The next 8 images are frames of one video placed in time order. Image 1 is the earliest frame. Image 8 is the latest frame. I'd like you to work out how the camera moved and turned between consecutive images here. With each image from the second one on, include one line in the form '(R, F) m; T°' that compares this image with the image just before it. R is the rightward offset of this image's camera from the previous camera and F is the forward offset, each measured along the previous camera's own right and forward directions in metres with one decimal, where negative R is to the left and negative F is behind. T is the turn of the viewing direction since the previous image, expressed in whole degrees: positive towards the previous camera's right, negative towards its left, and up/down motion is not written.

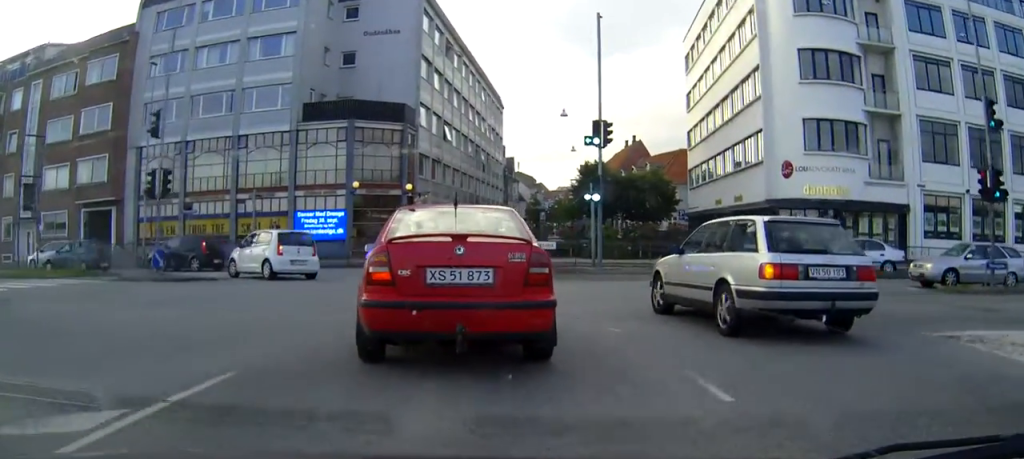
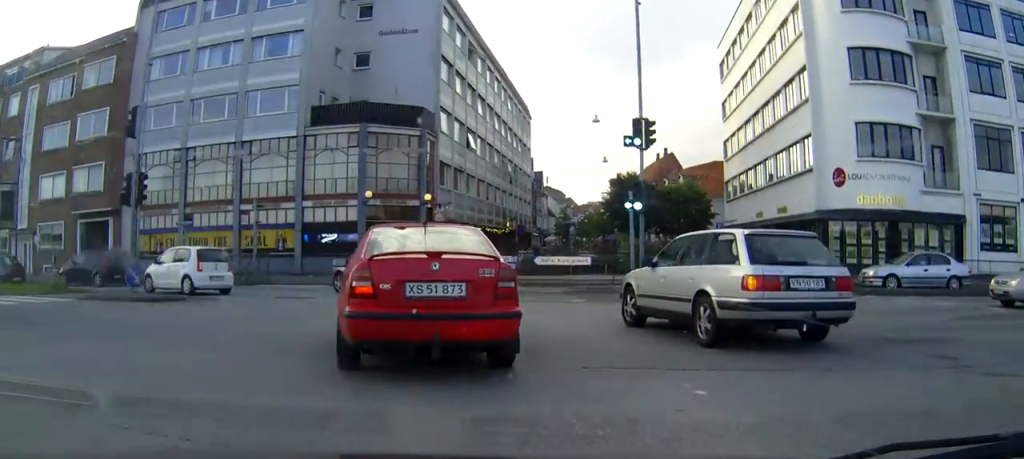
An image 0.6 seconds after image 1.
(-0.1, +3.4) m; -3°
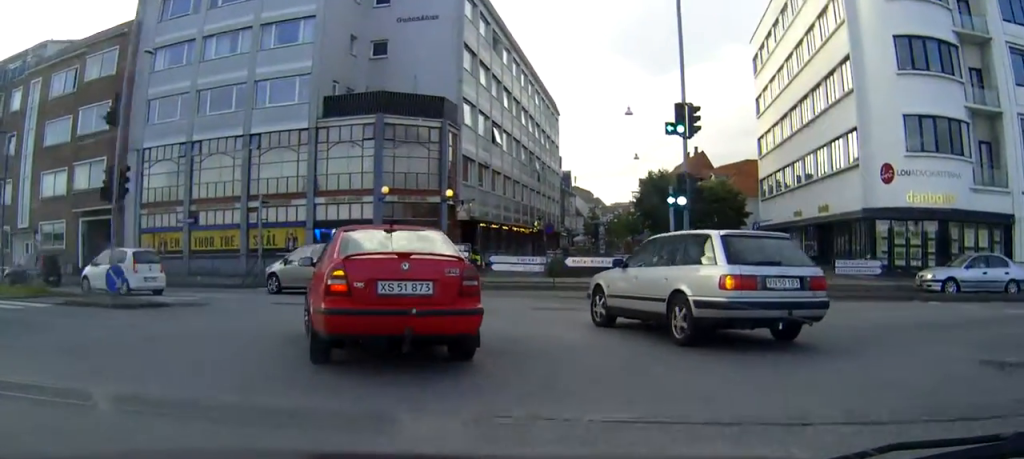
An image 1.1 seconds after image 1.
(0.0, +2.5) m; -2°
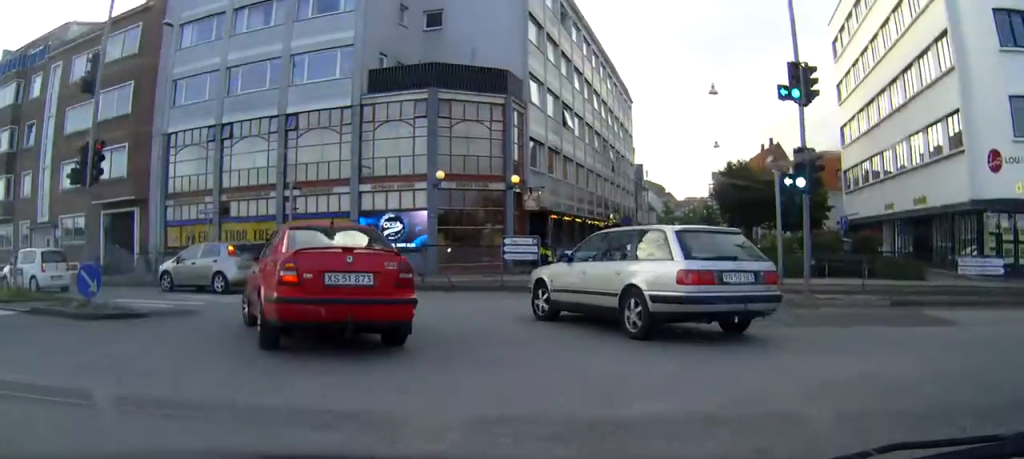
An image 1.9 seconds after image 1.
(-0.2, +4.0) m; -6°
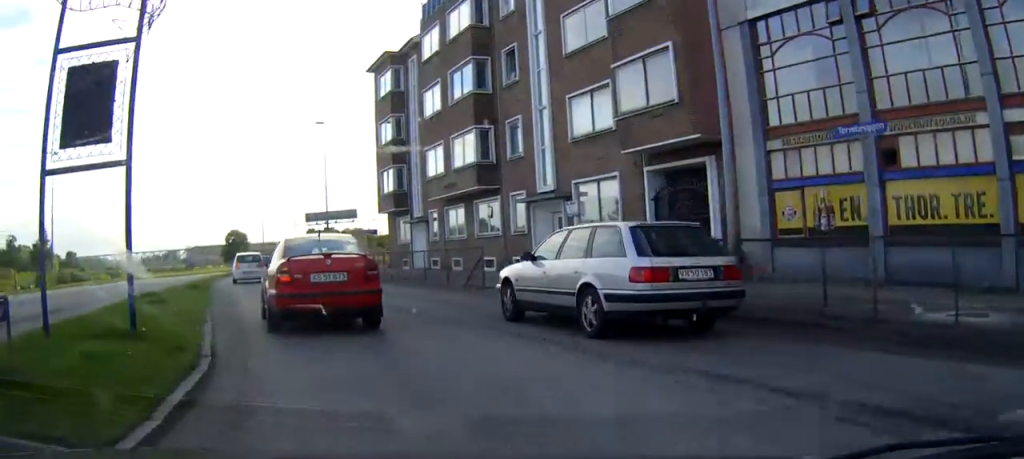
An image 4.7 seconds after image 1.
(-5.5, +14.6) m; -47°
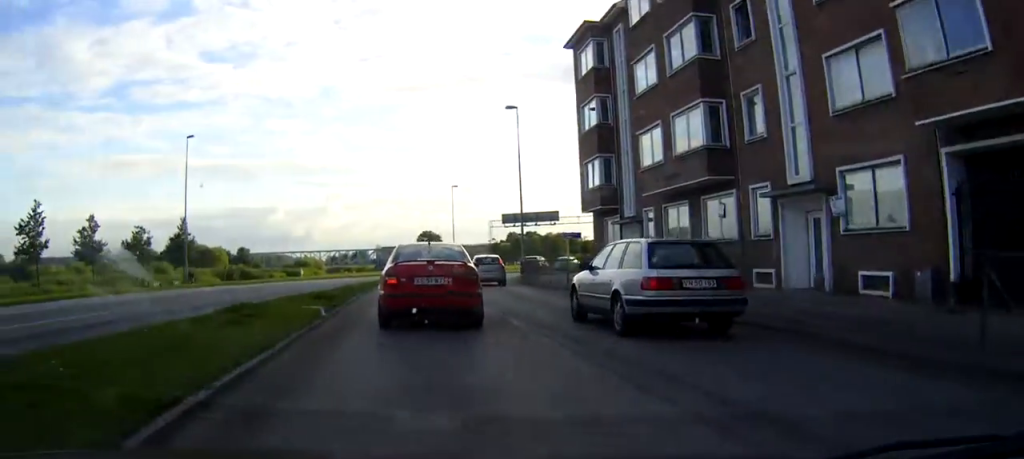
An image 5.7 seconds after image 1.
(-1.0, +6.0) m; -16°
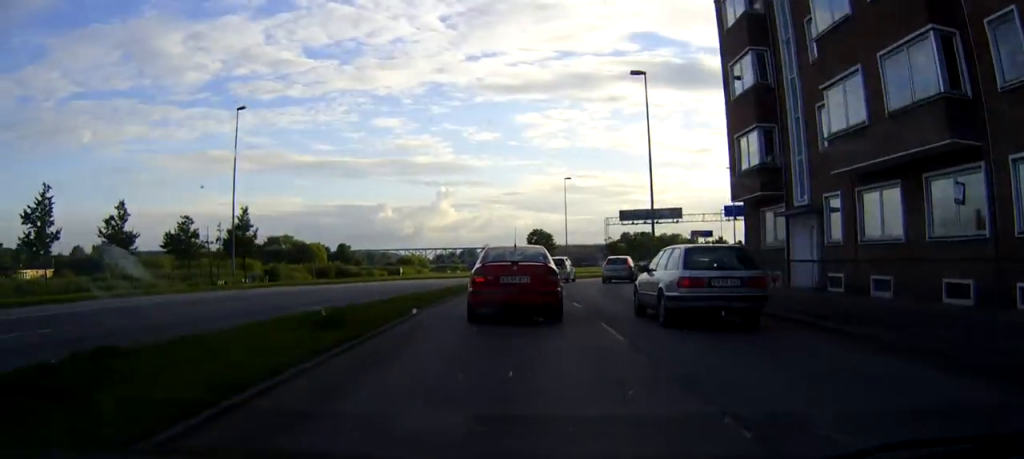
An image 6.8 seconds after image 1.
(-1.1, +8.2) m; -10°
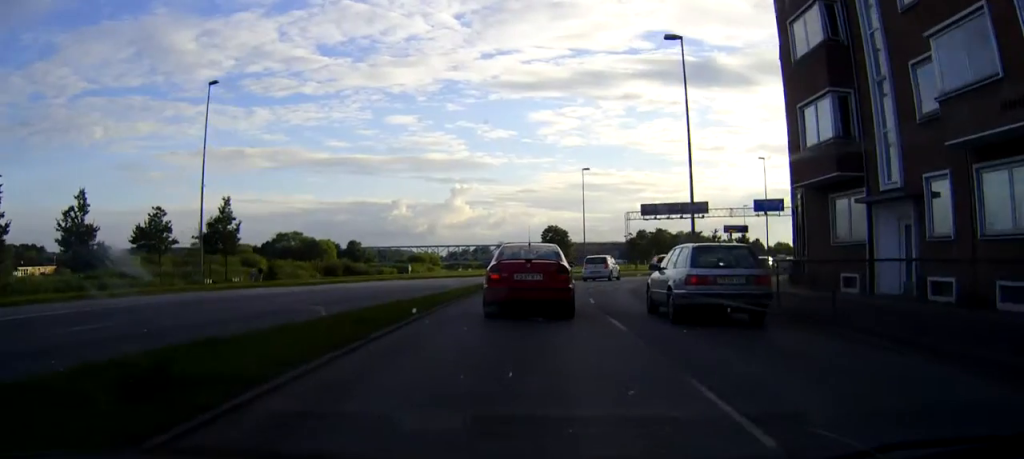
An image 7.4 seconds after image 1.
(-0.2, +5.5) m; -2°
